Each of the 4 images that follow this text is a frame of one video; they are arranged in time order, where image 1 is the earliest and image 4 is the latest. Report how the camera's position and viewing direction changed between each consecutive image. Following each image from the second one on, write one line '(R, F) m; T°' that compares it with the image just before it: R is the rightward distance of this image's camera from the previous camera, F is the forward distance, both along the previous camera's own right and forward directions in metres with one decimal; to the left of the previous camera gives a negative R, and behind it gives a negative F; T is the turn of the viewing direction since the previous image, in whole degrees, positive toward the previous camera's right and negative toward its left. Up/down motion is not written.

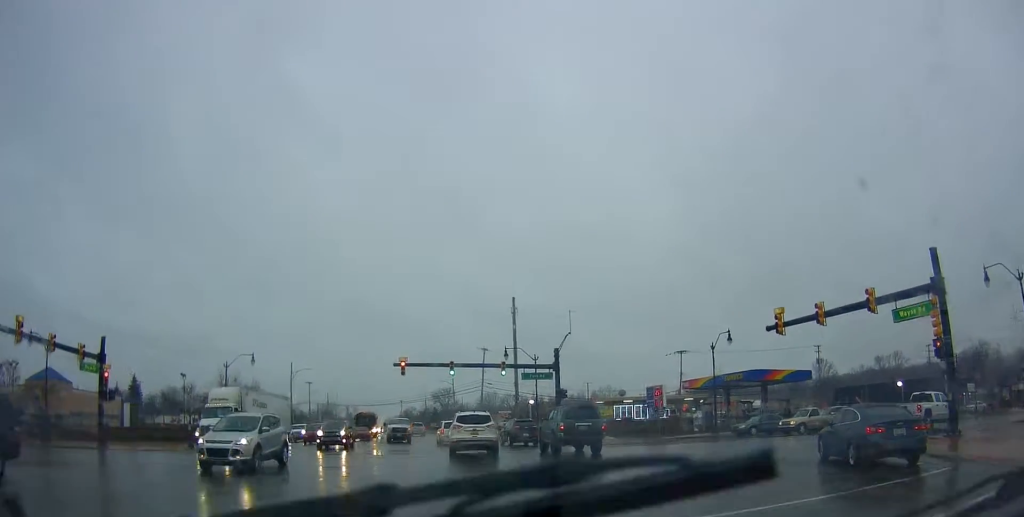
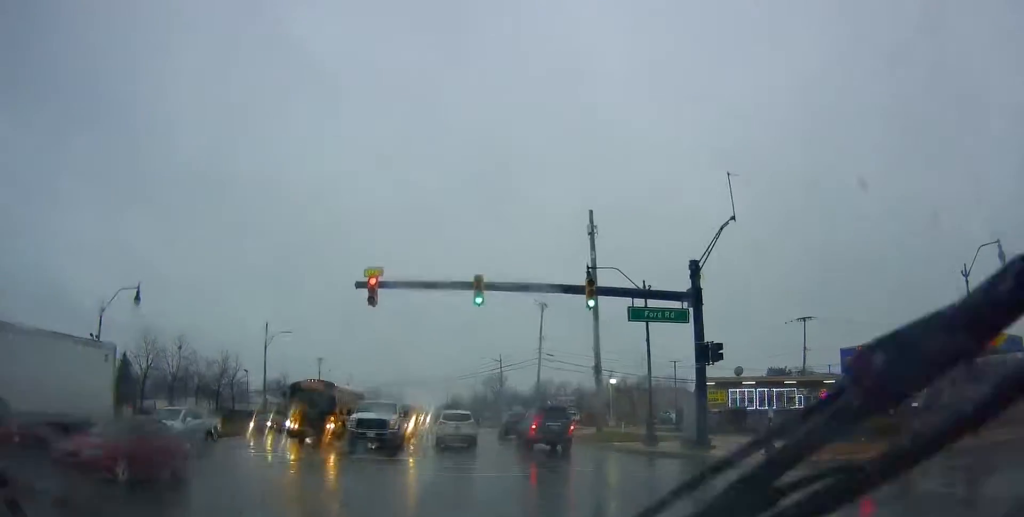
(-0.6, +25.4) m; -2°
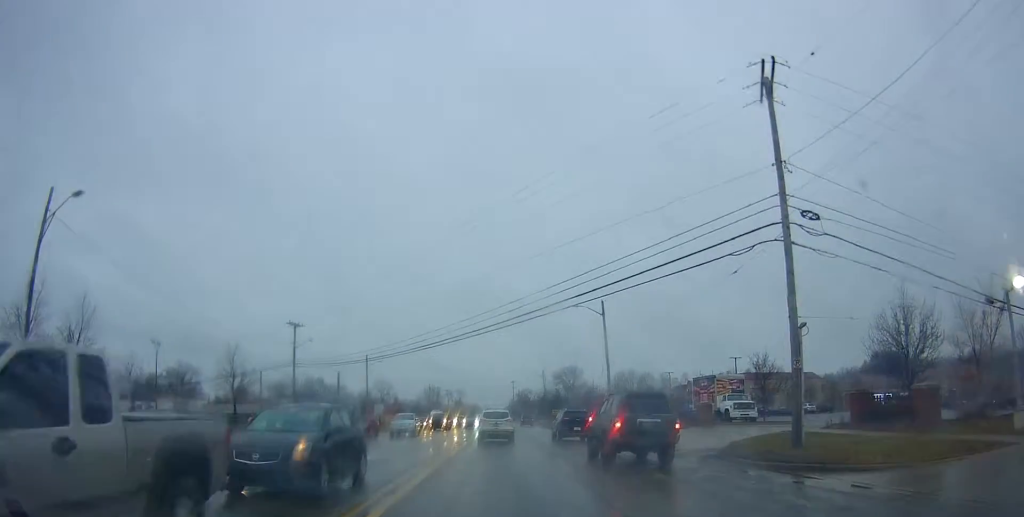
(-1.7, +39.1) m; -5°
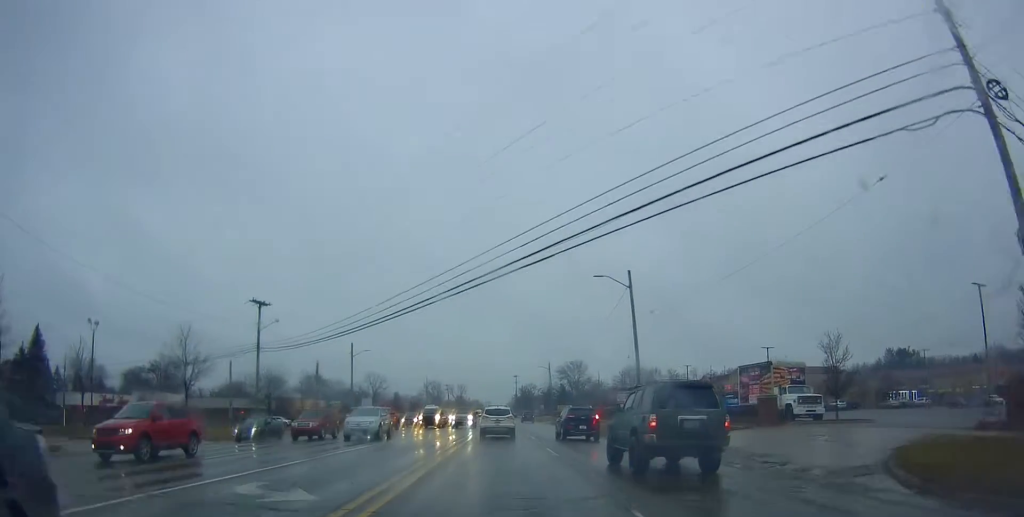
(0.0, +9.6) m; 0°
